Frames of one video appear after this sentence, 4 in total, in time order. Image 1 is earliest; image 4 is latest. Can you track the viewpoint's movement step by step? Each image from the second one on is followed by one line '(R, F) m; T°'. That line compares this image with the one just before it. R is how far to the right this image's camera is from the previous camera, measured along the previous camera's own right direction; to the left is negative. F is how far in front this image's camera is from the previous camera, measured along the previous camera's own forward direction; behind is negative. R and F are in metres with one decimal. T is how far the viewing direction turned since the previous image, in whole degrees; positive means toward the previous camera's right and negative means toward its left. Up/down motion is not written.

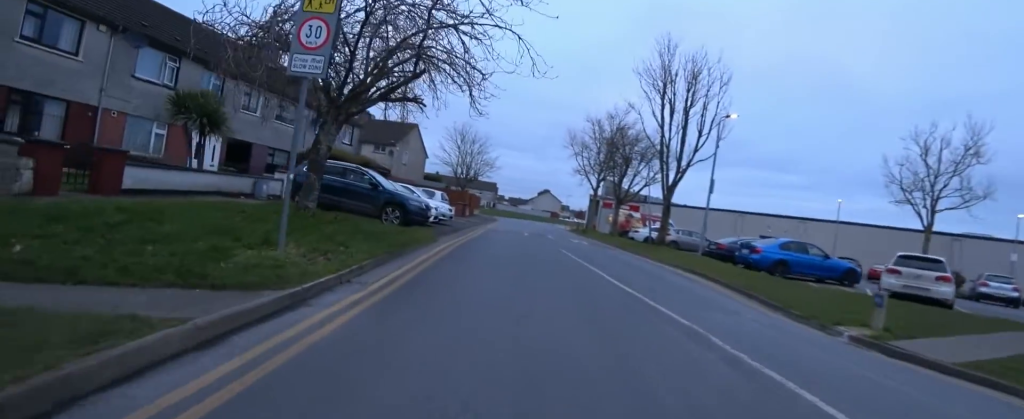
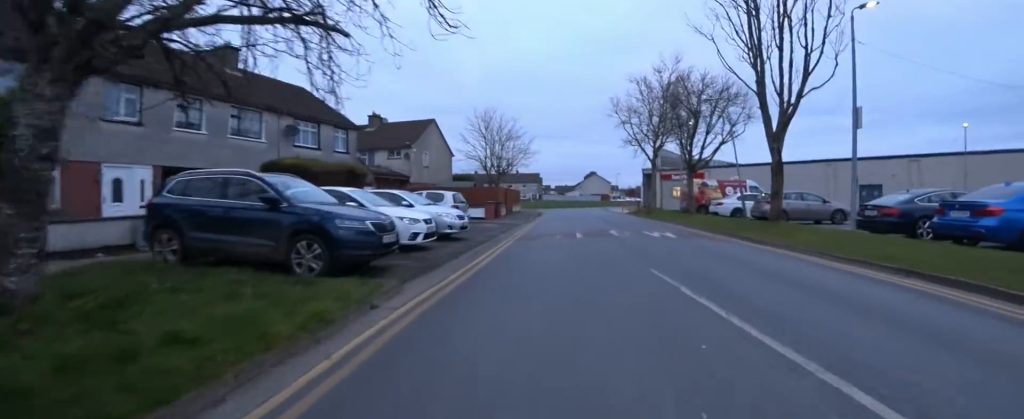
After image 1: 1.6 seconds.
(-0.1, +6.1) m; -6°
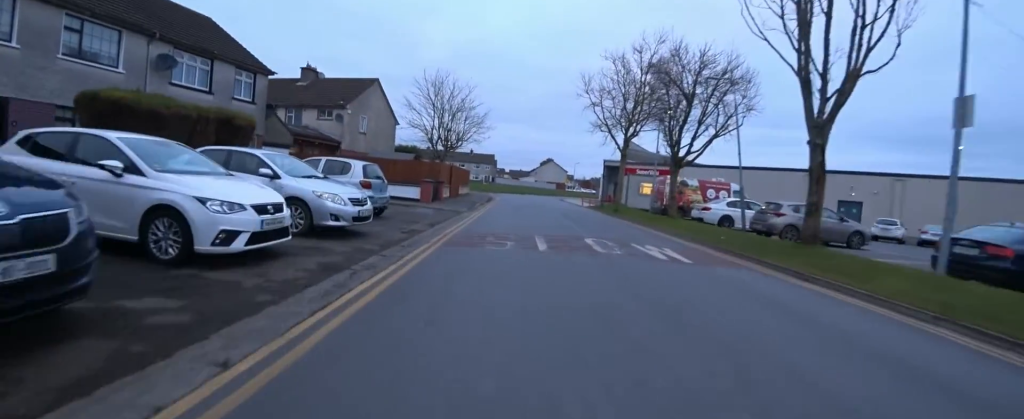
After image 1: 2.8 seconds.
(-0.4, +4.4) m; -15°
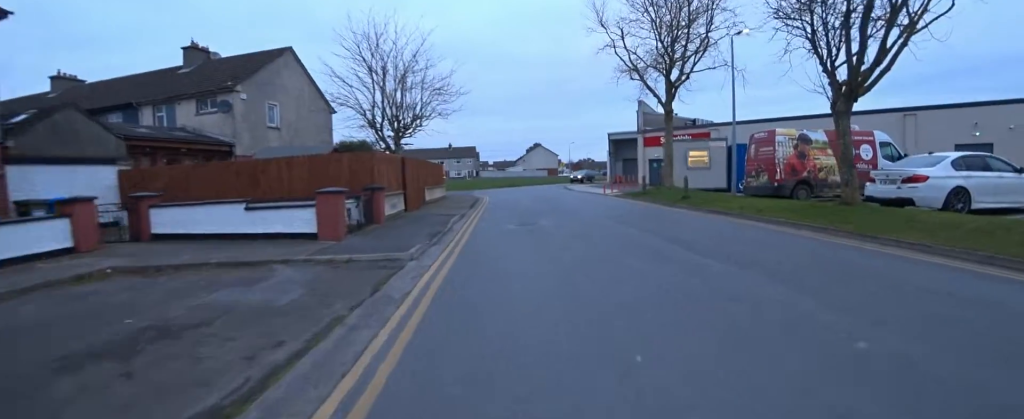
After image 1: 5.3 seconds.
(-1.3, +10.3) m; +1°
